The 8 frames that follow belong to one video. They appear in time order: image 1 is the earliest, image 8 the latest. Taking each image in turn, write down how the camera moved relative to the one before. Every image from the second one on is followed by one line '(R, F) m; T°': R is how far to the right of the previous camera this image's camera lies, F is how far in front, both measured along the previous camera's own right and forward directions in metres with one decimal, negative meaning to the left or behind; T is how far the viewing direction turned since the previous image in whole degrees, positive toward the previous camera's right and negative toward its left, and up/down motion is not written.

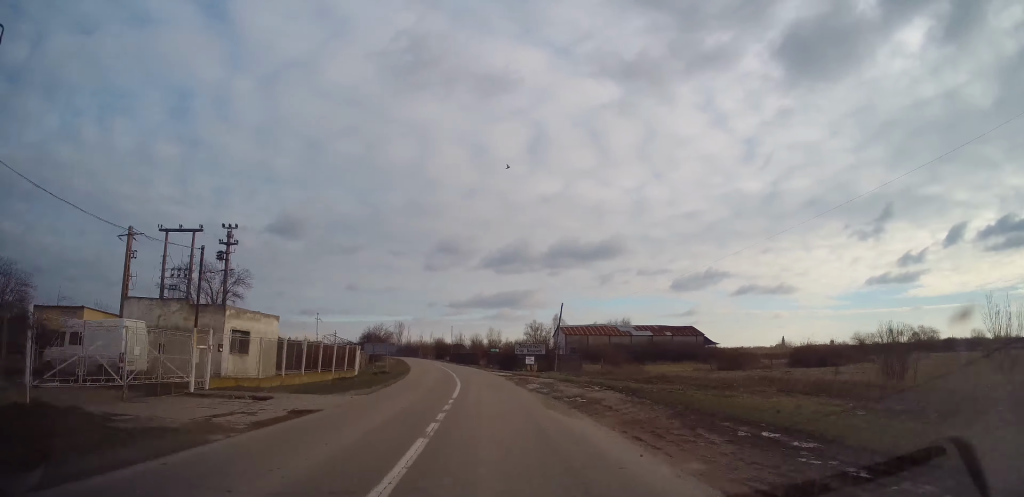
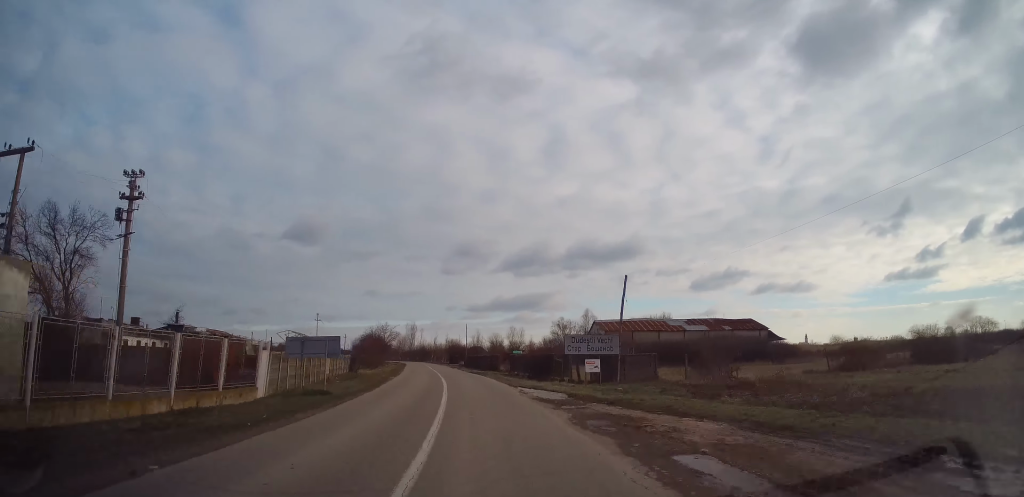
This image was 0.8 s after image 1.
(-0.6, +18.4) m; -3°
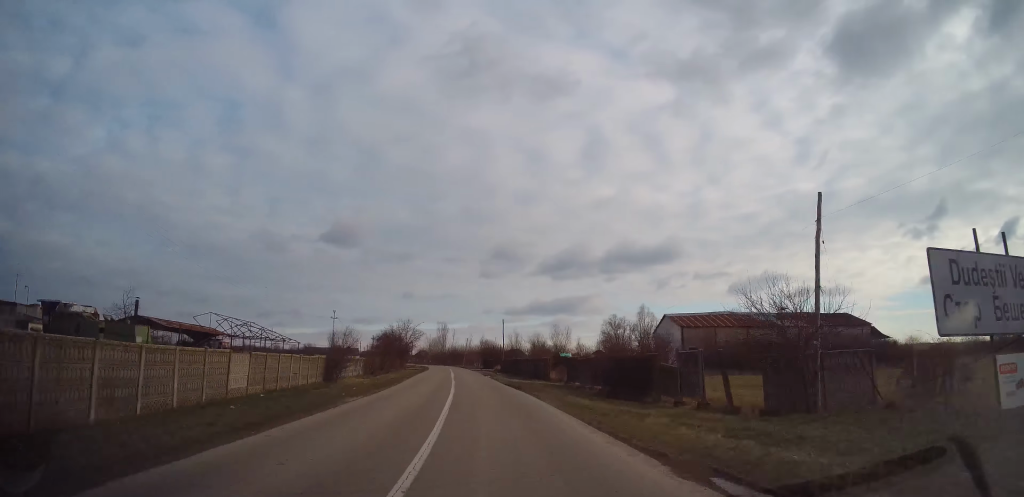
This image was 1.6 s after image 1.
(-0.5, +17.6) m; -3°
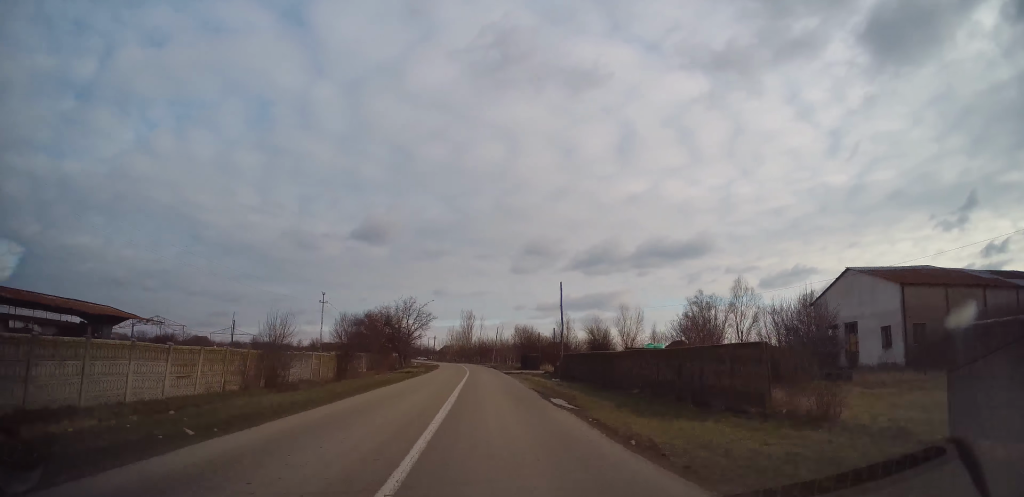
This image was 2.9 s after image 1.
(-1.1, +30.7) m; -3°
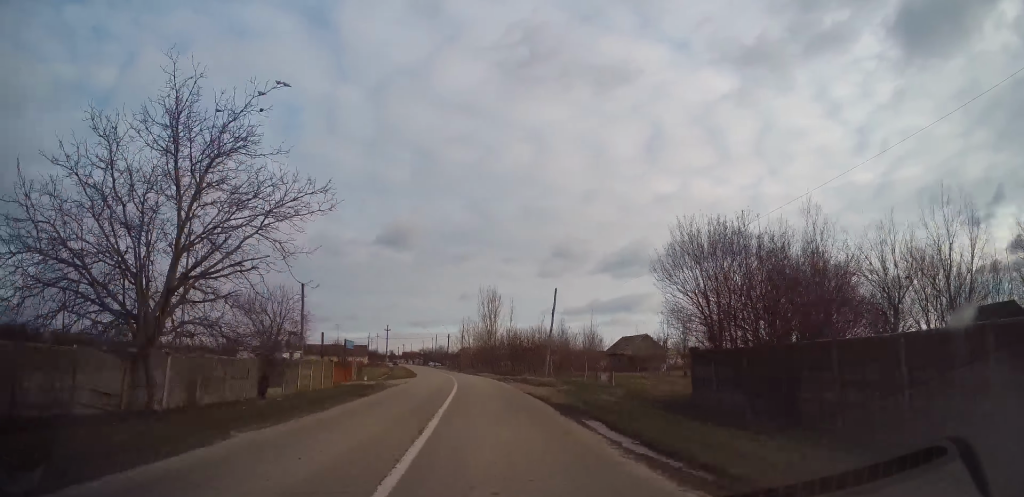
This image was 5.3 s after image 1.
(-1.0, +55.3) m; -4°
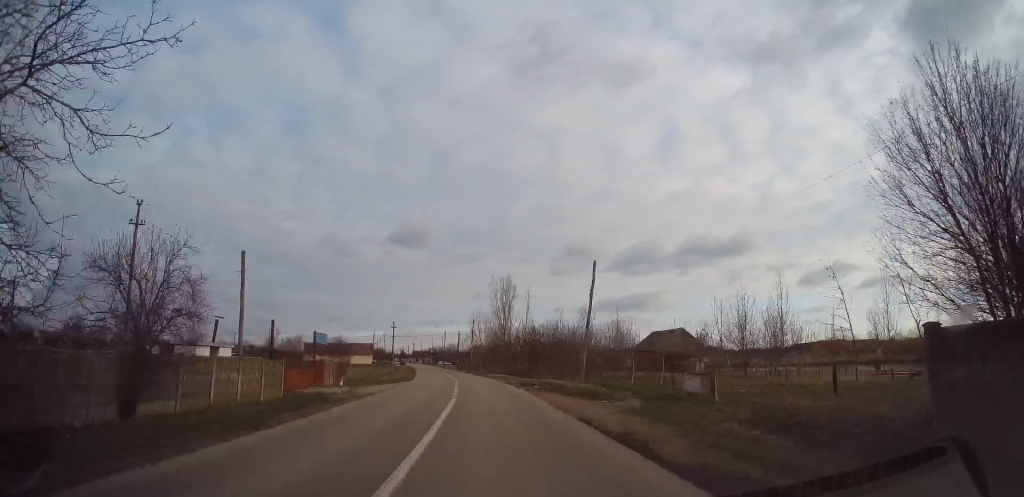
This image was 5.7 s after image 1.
(-0.2, +10.4) m; -1°
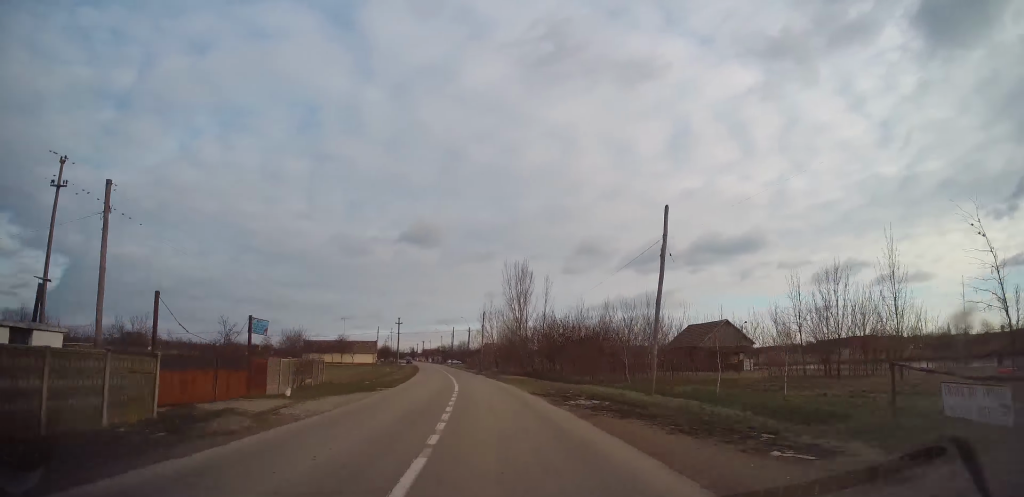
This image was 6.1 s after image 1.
(0.0, +10.4) m; -1°
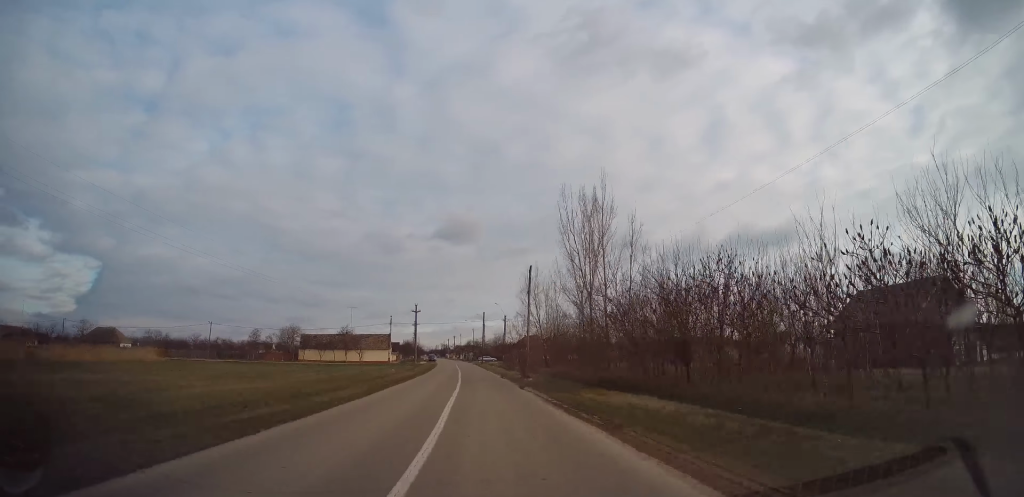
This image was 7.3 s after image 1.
(-0.6, +28.8) m; -2°
